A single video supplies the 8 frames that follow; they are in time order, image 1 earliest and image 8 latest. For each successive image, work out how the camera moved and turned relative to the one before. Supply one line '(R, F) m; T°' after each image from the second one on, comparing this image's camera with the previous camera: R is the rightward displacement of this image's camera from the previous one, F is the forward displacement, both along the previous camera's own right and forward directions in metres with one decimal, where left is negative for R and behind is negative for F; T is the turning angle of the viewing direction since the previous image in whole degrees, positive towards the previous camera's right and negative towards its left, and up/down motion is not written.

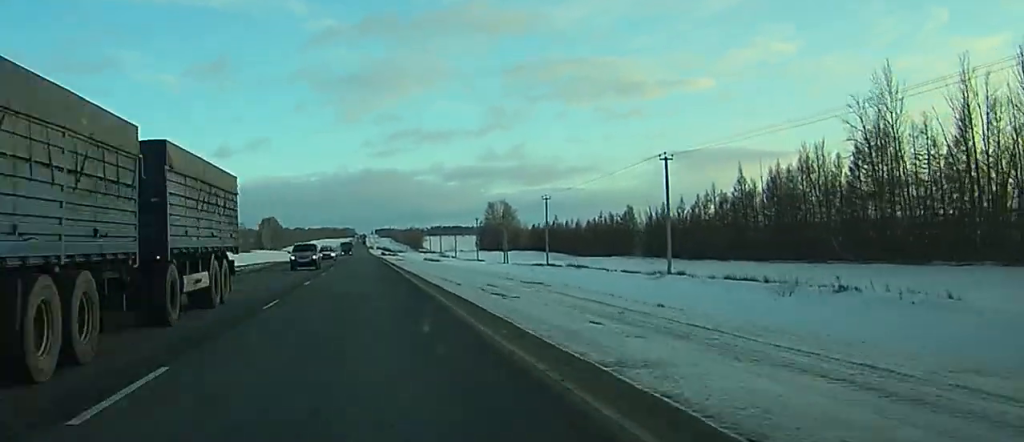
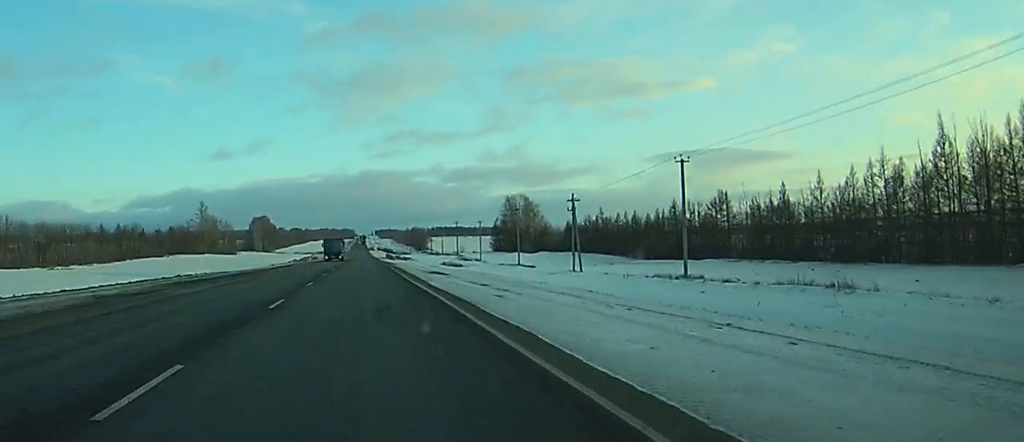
(0.0, +47.3) m; 0°
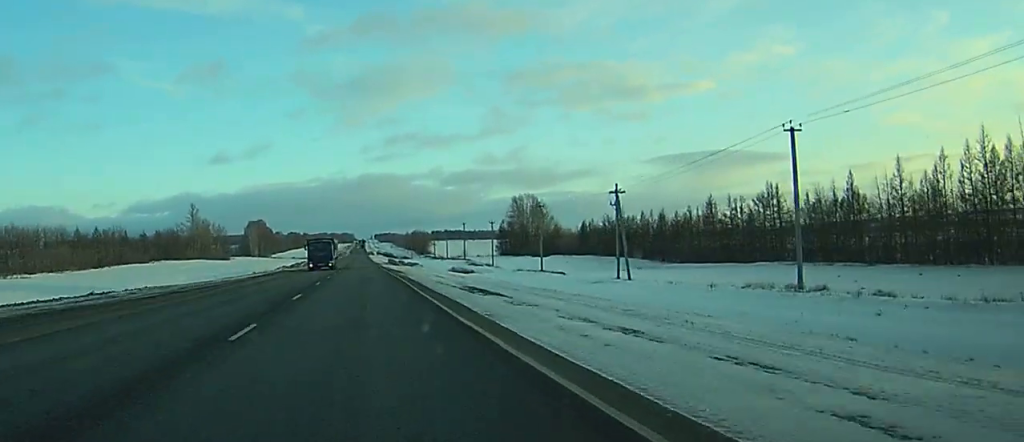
(0.0, +17.2) m; 0°
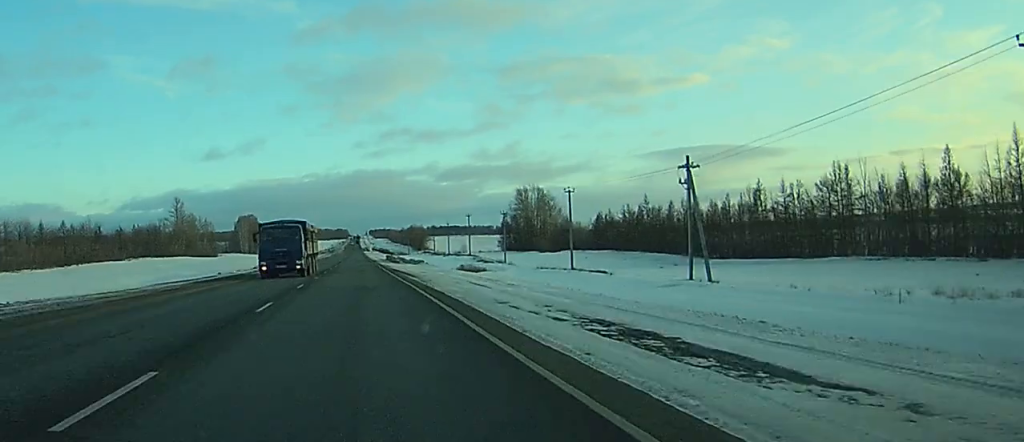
(0.0, +19.2) m; 0°
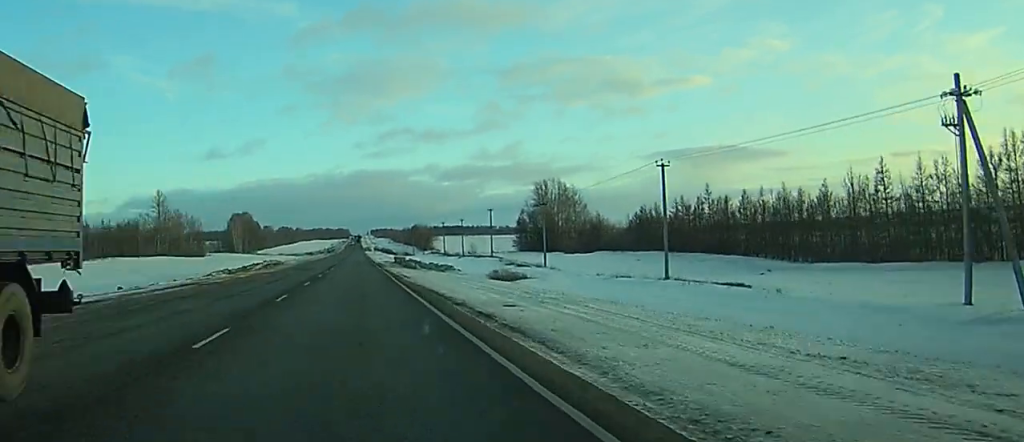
(+0.1, +29.9) m; 0°
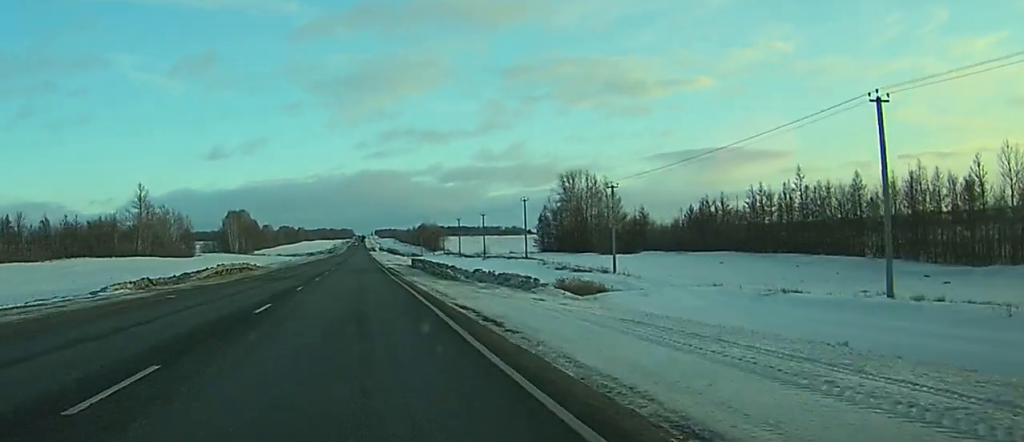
(-0.1, +29.1) m; 0°
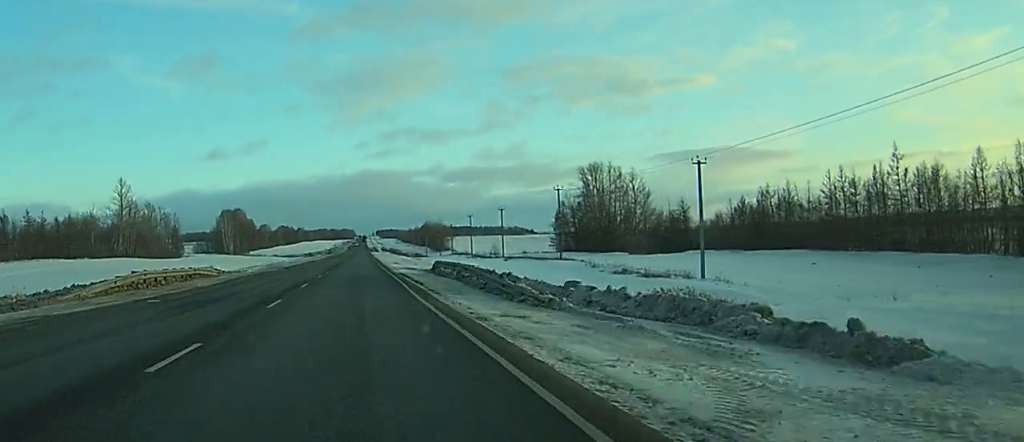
(+0.1, +21.4) m; 0°
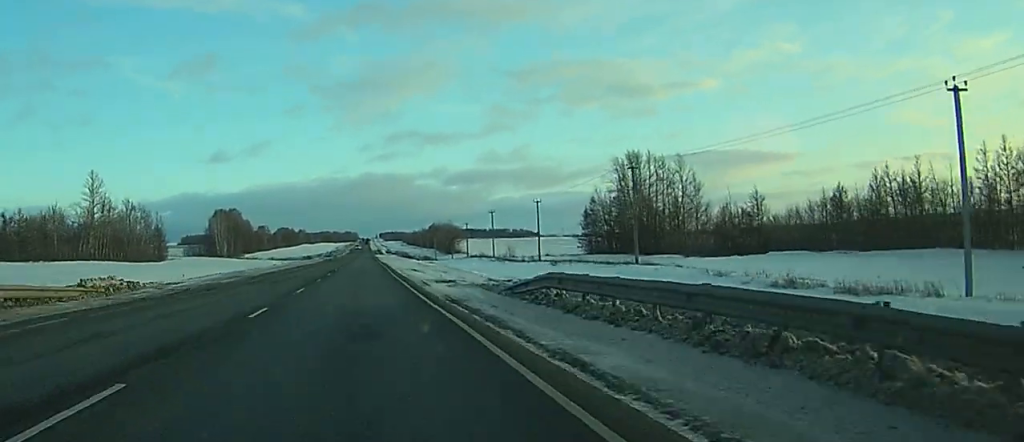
(0.0, +28.2) m; 0°
